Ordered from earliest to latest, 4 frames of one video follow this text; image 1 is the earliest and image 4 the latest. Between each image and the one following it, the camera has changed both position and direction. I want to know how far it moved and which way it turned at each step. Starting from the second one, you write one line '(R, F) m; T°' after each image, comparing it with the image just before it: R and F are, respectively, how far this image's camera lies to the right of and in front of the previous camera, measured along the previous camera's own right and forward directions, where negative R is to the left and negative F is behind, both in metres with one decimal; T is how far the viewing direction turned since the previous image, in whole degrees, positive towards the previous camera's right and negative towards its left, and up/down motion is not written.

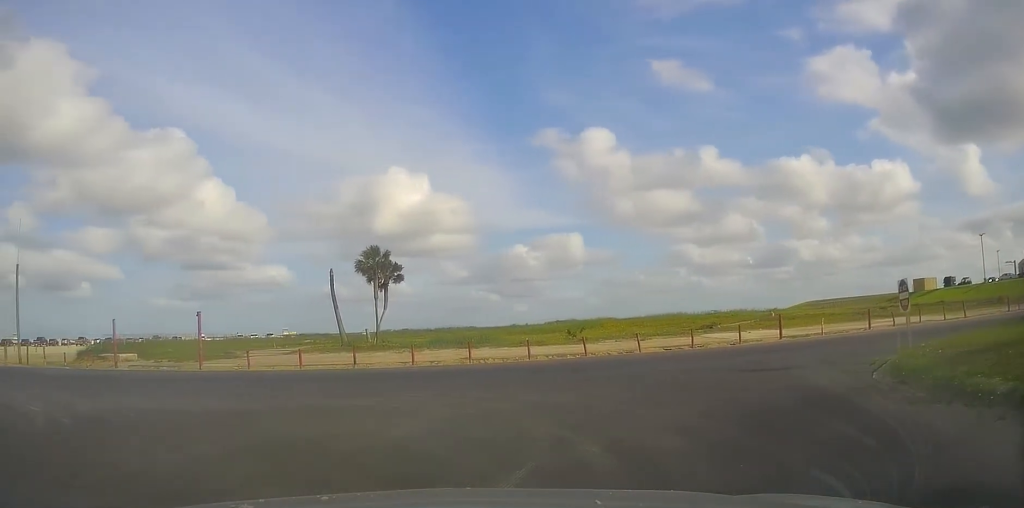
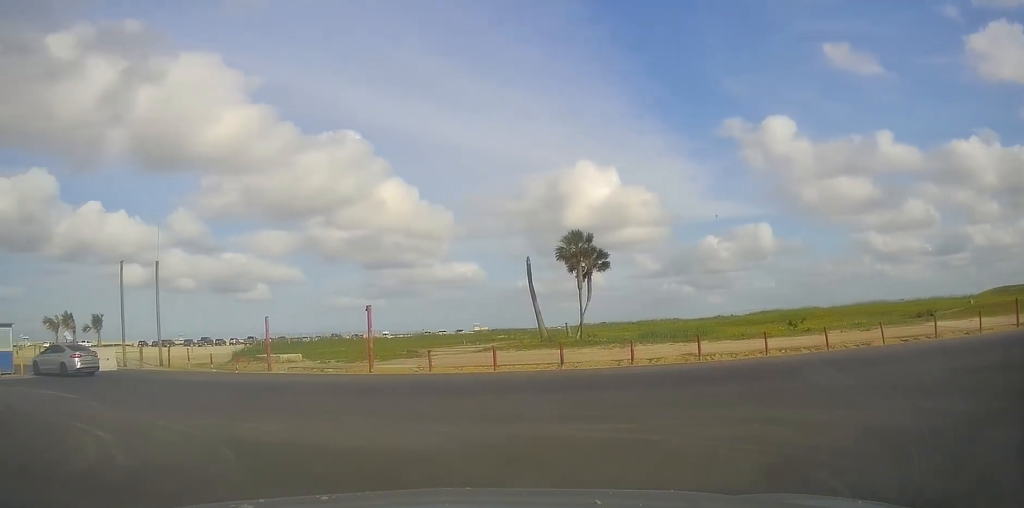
(-0.6, +4.2) m; -15°
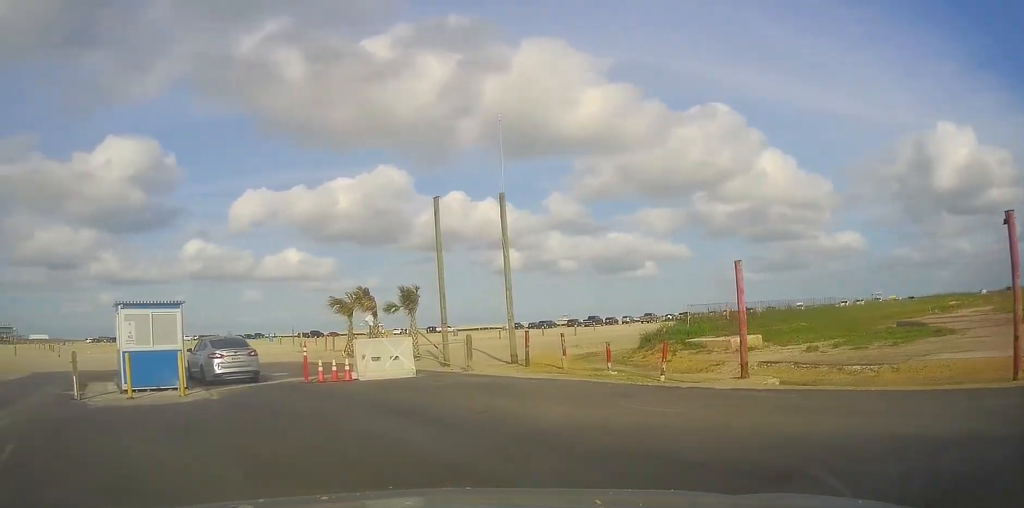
(-6.7, +13.9) m; -42°
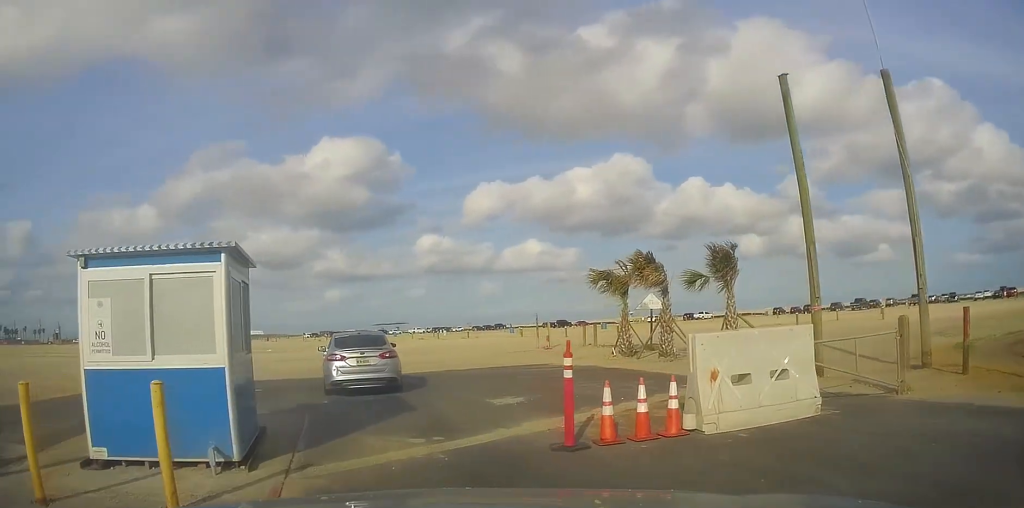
(-2.4, +10.3) m; -24°
